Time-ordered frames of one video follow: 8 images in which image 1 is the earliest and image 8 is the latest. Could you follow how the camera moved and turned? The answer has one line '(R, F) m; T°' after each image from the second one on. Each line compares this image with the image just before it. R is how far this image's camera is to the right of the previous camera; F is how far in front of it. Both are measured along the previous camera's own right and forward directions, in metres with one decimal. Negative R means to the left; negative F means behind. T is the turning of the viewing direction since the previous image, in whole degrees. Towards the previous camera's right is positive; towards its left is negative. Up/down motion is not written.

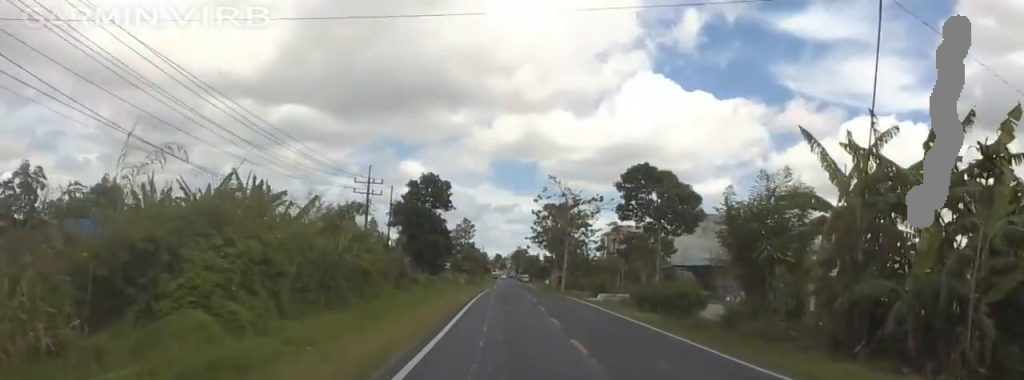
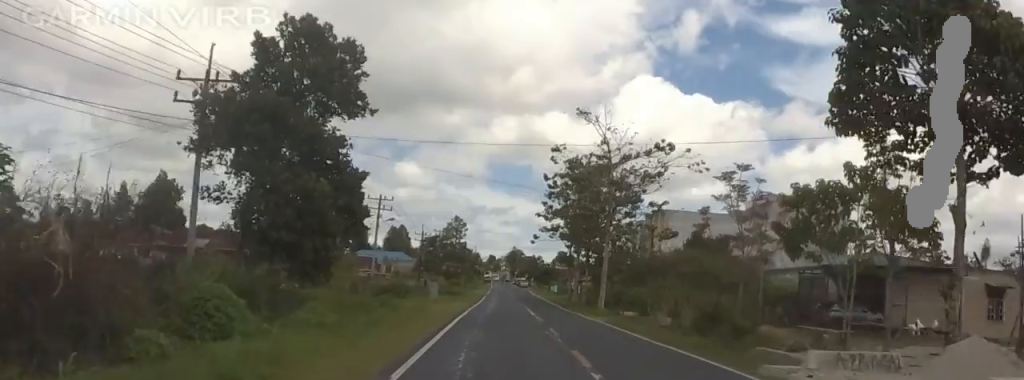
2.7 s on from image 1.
(-0.1, +41.6) m; 0°
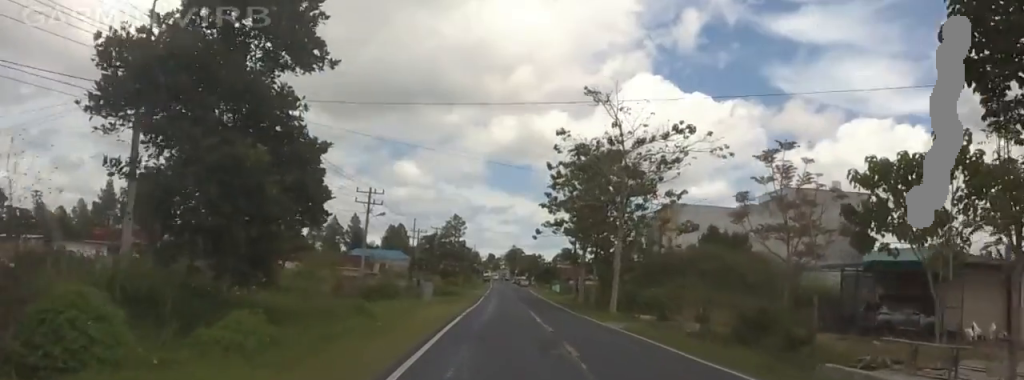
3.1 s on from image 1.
(0.0, +6.1) m; 0°
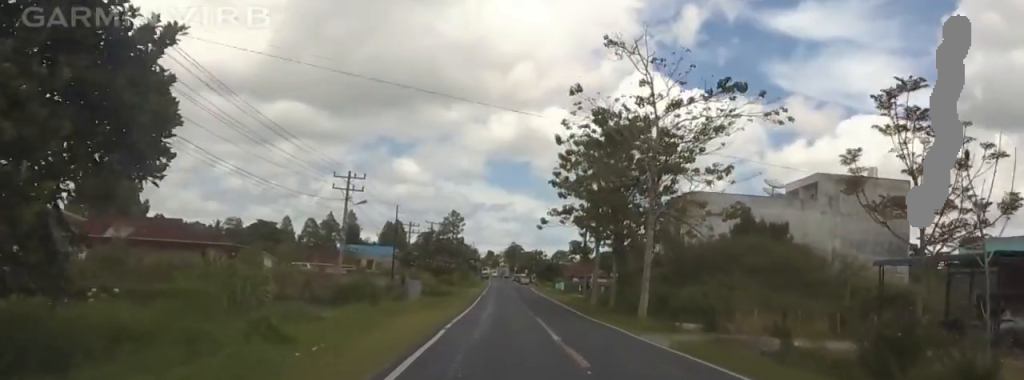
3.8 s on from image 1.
(0.0, +10.4) m; 0°
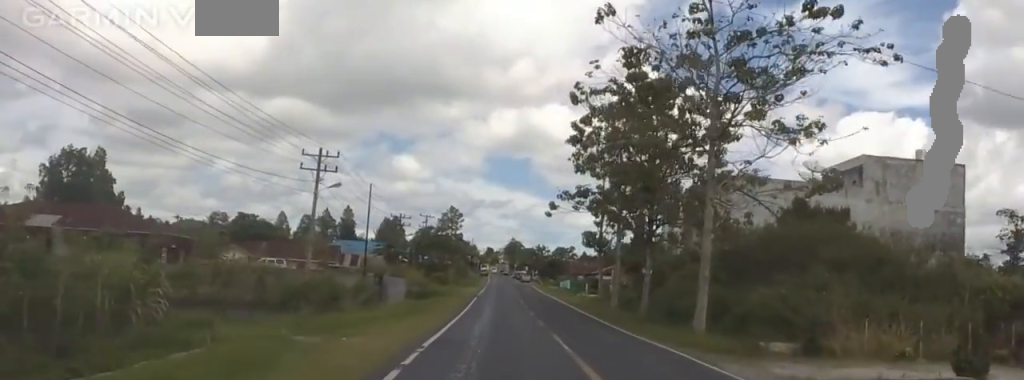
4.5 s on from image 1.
(0.0, +11.0) m; 0°
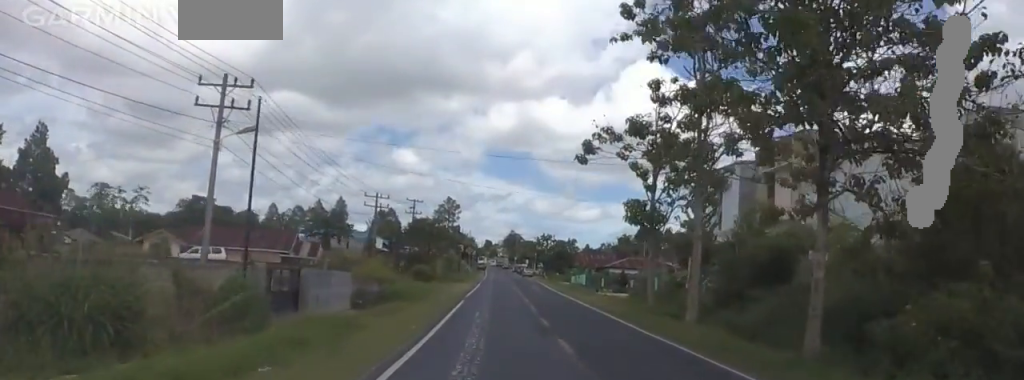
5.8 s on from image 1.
(0.0, +20.2) m; +2°
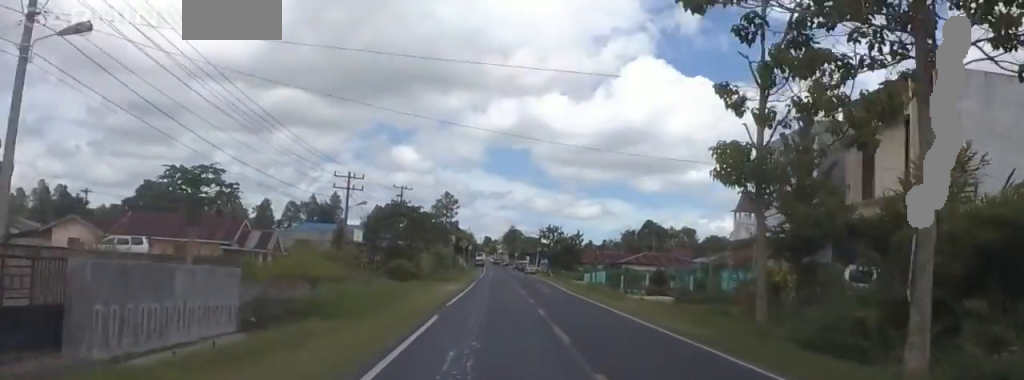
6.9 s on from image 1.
(+0.7, +15.8) m; +2°
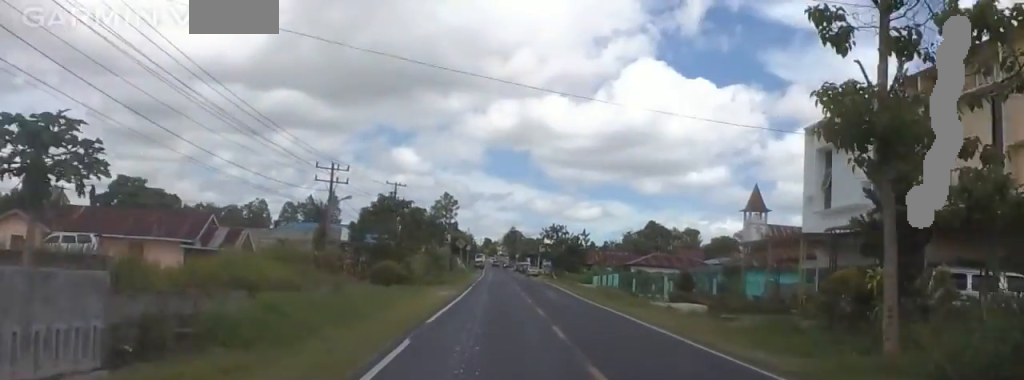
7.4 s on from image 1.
(0.0, +7.3) m; 0°
